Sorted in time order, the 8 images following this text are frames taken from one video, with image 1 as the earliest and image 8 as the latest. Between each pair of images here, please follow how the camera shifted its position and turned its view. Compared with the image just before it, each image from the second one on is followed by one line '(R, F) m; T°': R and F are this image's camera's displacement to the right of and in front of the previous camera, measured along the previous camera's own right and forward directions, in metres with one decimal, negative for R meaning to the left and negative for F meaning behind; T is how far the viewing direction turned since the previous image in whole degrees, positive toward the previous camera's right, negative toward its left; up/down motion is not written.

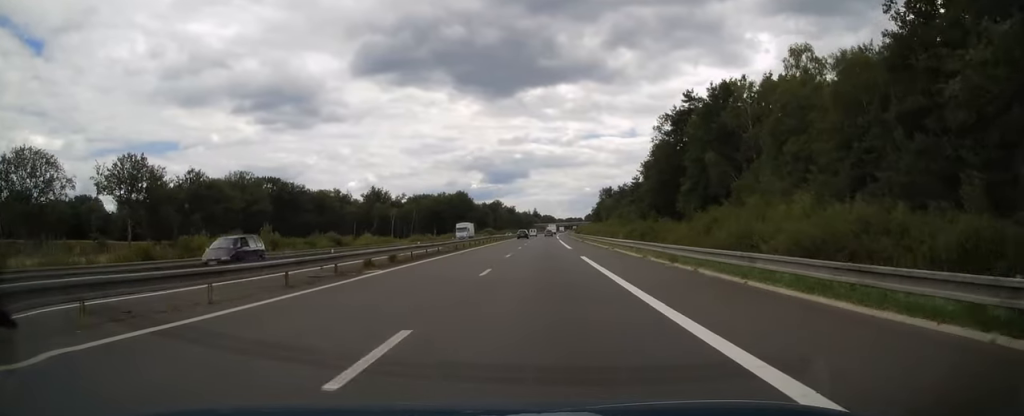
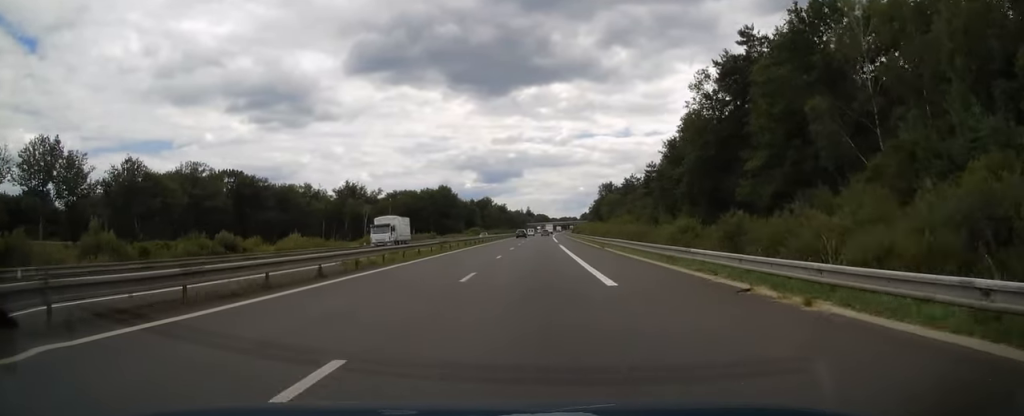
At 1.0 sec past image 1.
(+0.1, +28.0) m; 0°
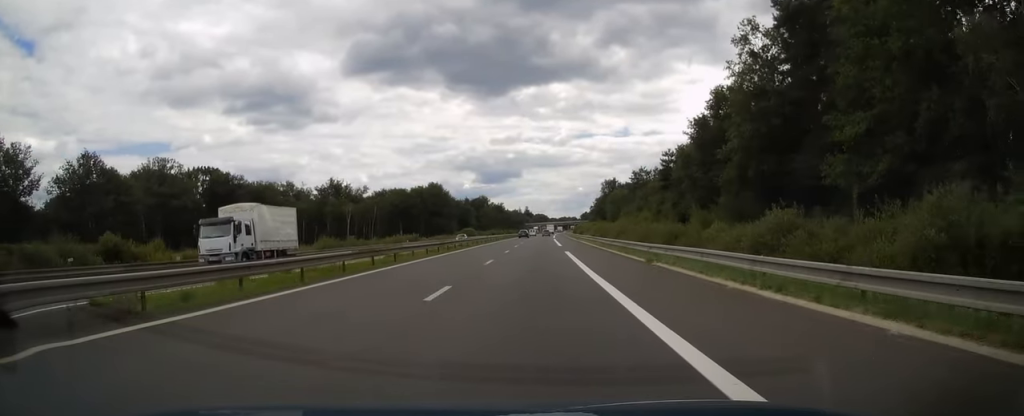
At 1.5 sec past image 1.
(0.0, +17.2) m; 0°
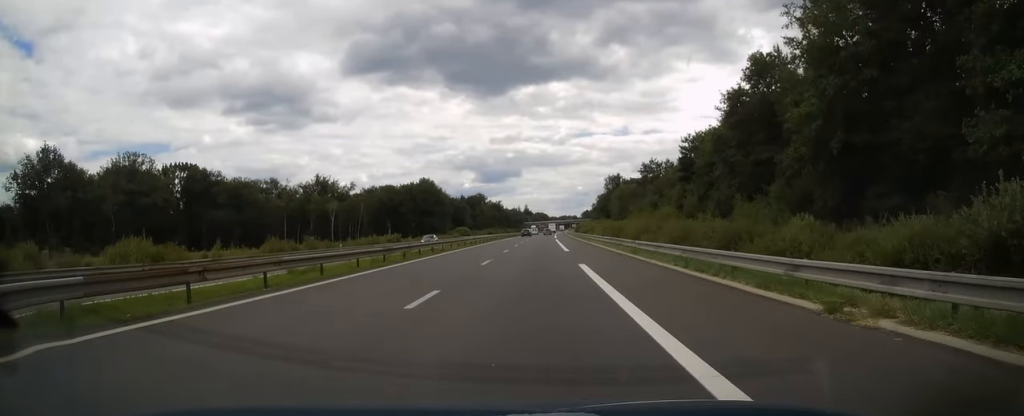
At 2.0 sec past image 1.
(0.0, +14.2) m; 0°
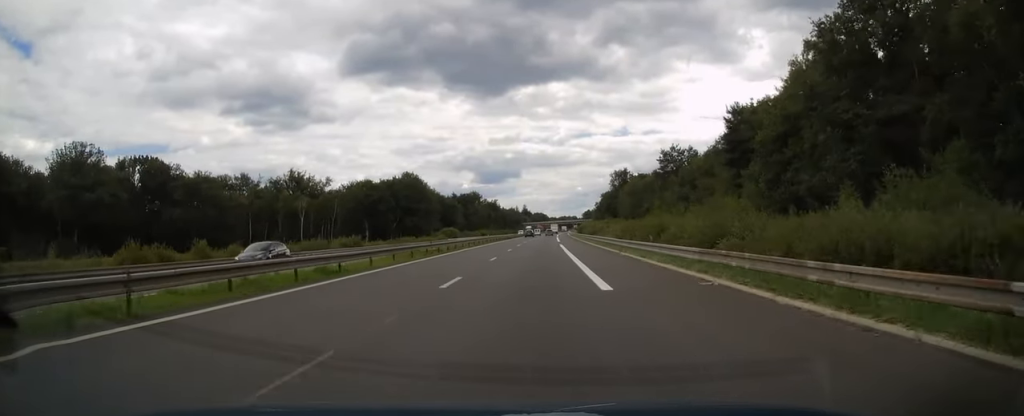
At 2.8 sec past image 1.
(+0.1, +22.1) m; 0°
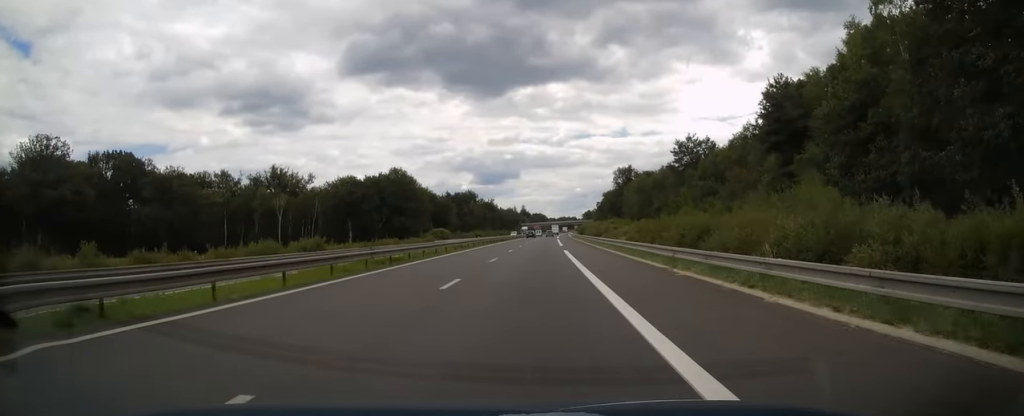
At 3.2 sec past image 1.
(0.0, +12.7) m; 0°
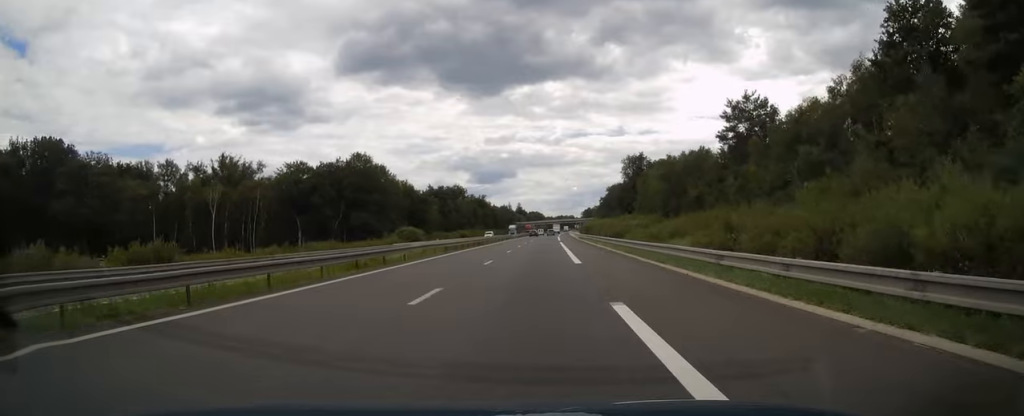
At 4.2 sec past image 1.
(0.0, +29.0) m; 0°
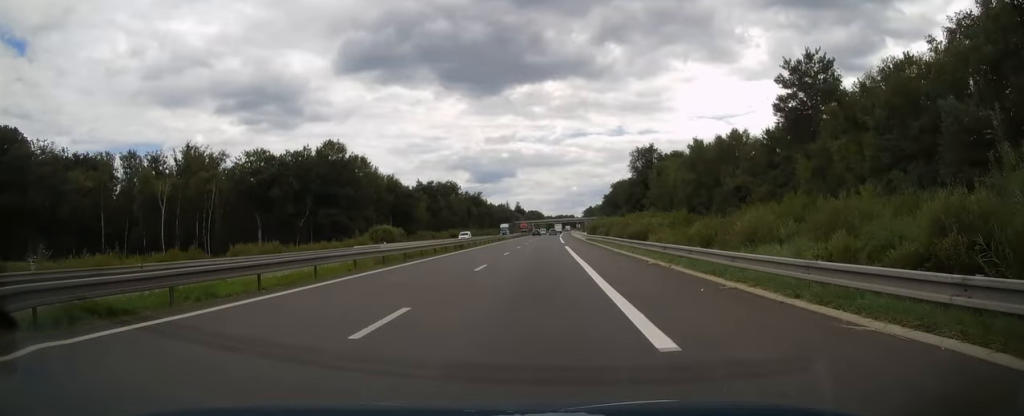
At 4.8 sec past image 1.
(0.0, +16.7) m; 0°
